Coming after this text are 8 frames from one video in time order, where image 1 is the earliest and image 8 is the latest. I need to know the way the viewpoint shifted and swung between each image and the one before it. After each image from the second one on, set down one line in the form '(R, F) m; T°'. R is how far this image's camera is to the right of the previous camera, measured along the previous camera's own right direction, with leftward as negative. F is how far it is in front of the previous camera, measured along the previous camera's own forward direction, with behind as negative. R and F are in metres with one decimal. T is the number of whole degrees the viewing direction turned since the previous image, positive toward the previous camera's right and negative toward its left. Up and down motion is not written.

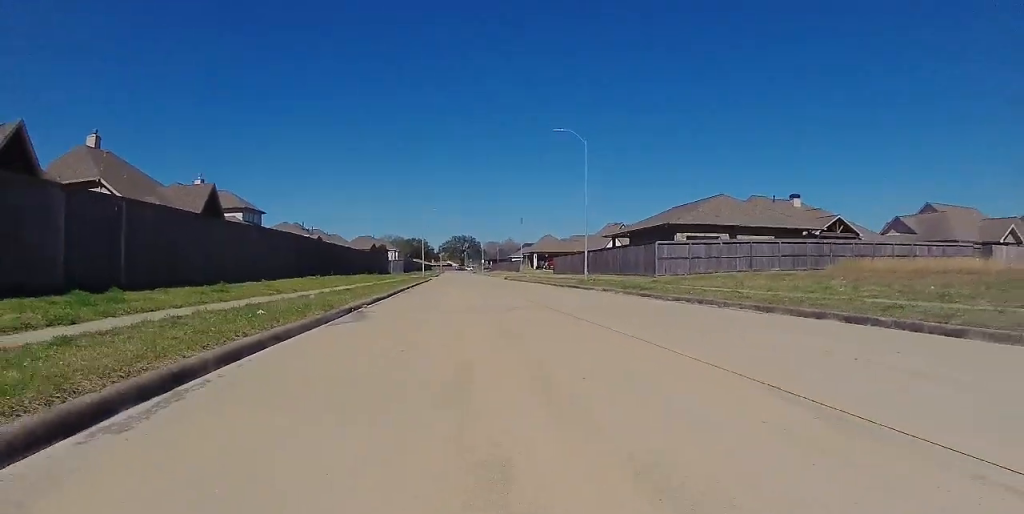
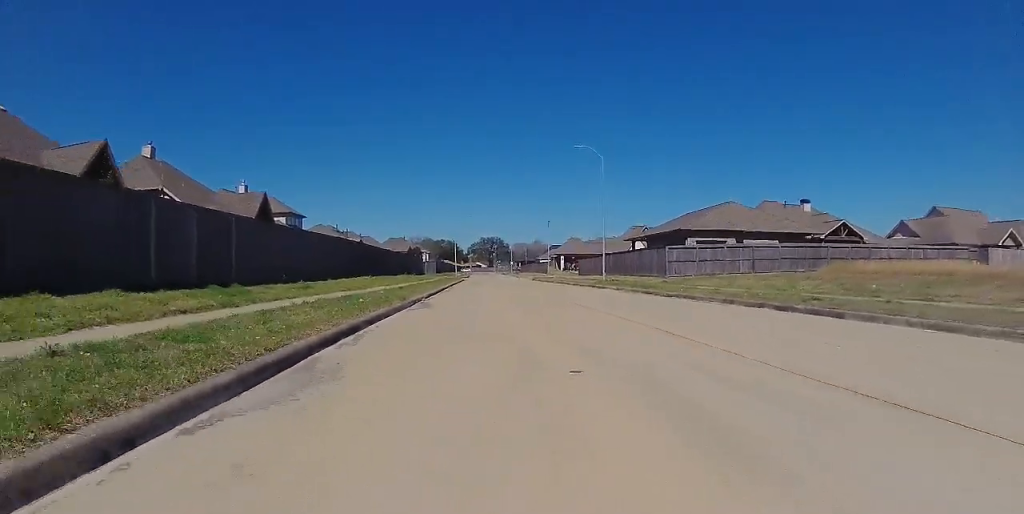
(0.0, +4.2) m; 0°
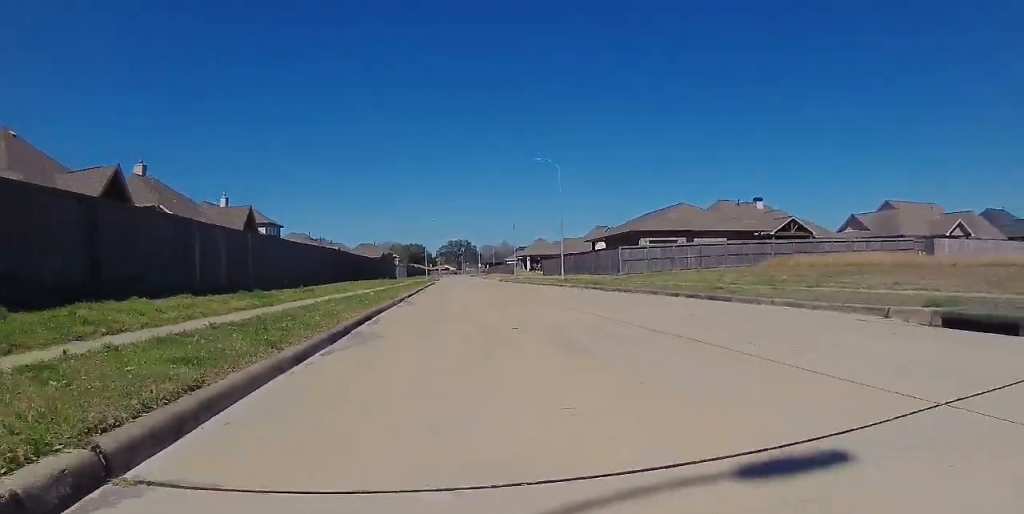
(0.0, +3.8) m; 0°
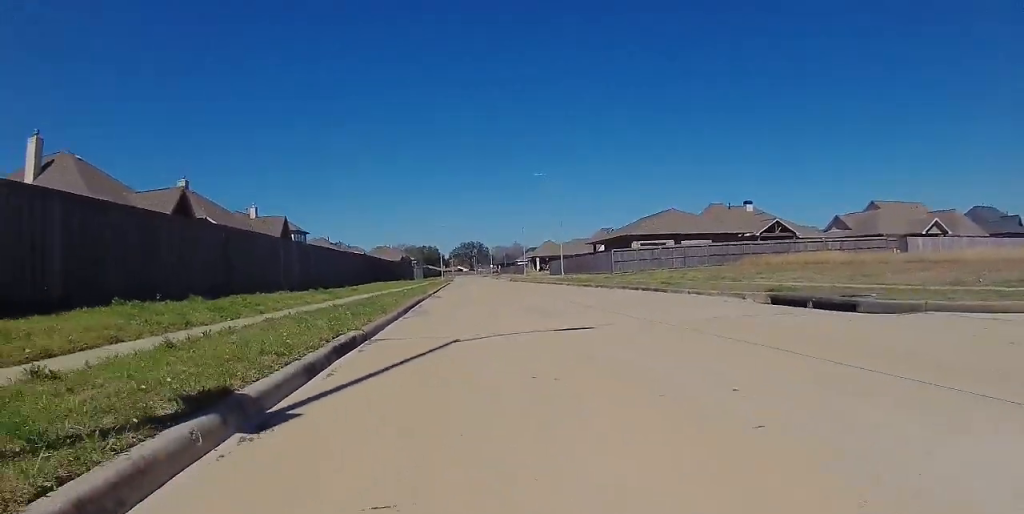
(0.0, +6.2) m; -2°
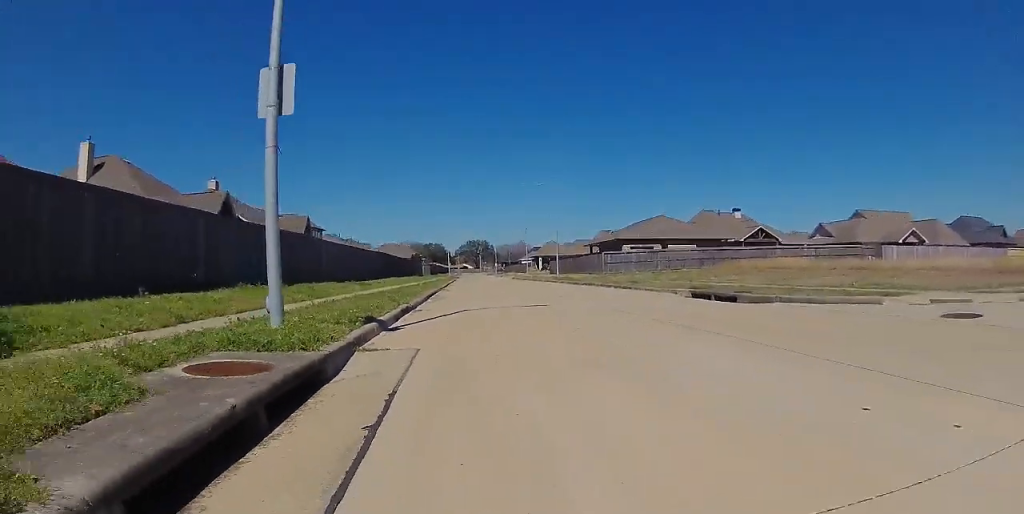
(-0.1, +5.6) m; -3°
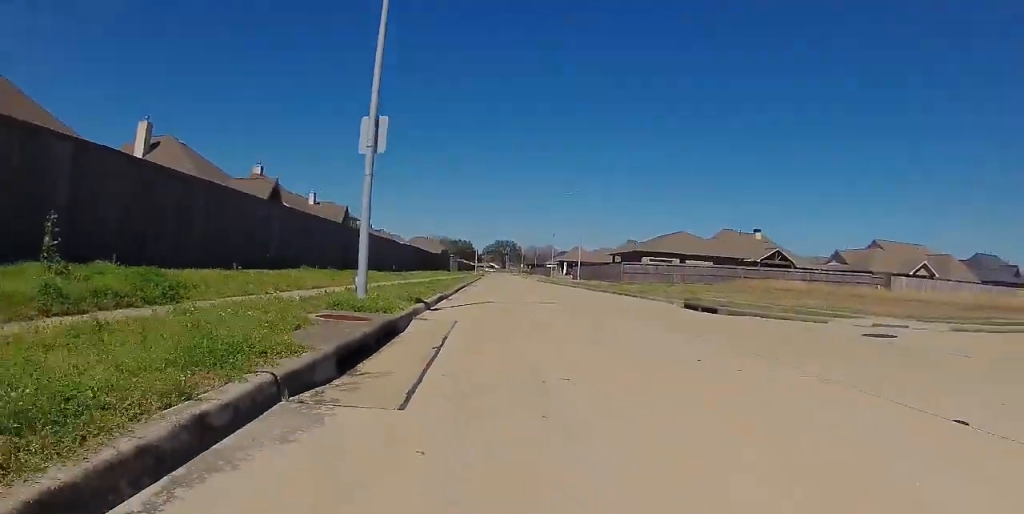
(-0.1, +3.4) m; 0°
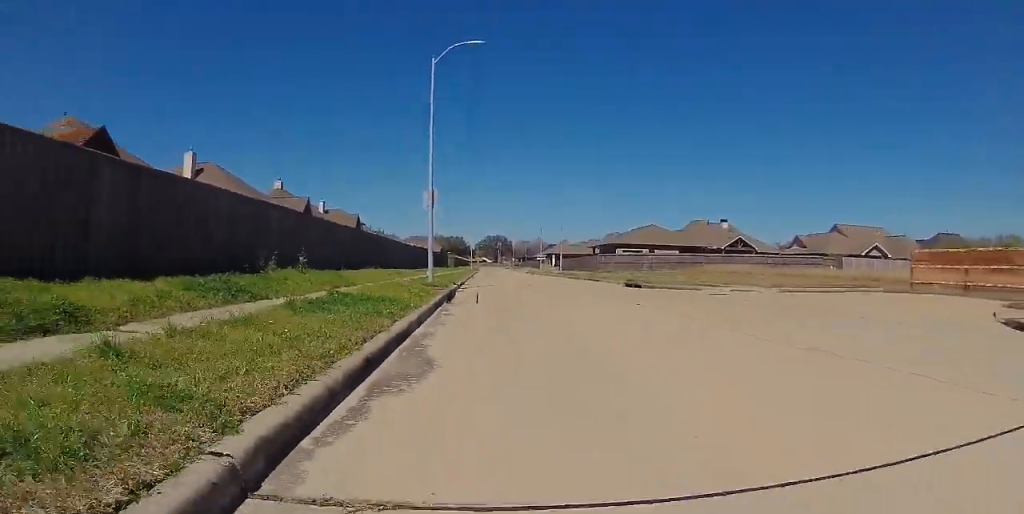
(+0.2, +9.9) m; +3°
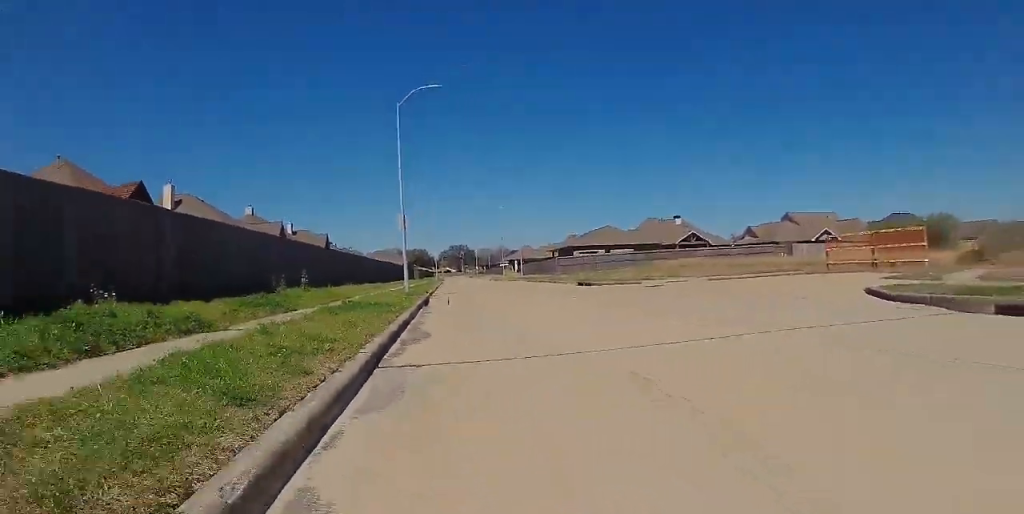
(0.0, +3.7) m; +1°
